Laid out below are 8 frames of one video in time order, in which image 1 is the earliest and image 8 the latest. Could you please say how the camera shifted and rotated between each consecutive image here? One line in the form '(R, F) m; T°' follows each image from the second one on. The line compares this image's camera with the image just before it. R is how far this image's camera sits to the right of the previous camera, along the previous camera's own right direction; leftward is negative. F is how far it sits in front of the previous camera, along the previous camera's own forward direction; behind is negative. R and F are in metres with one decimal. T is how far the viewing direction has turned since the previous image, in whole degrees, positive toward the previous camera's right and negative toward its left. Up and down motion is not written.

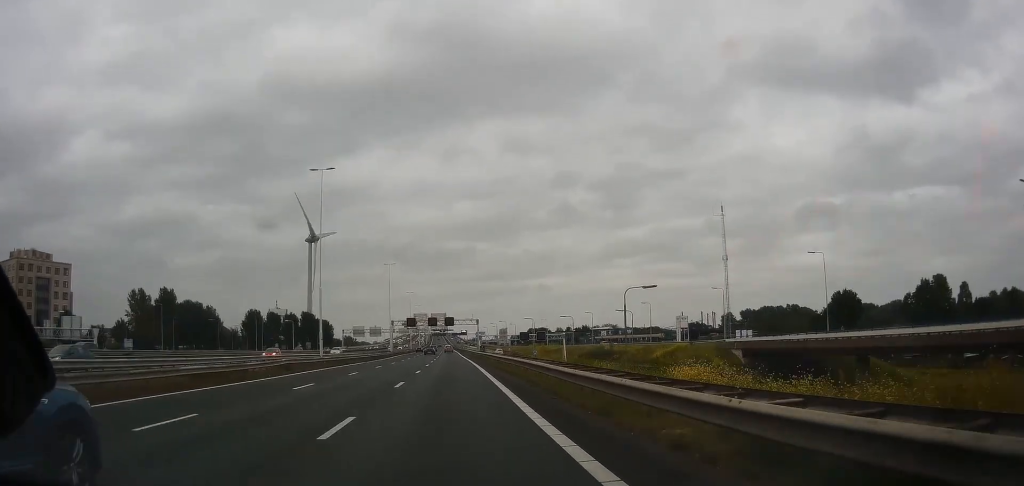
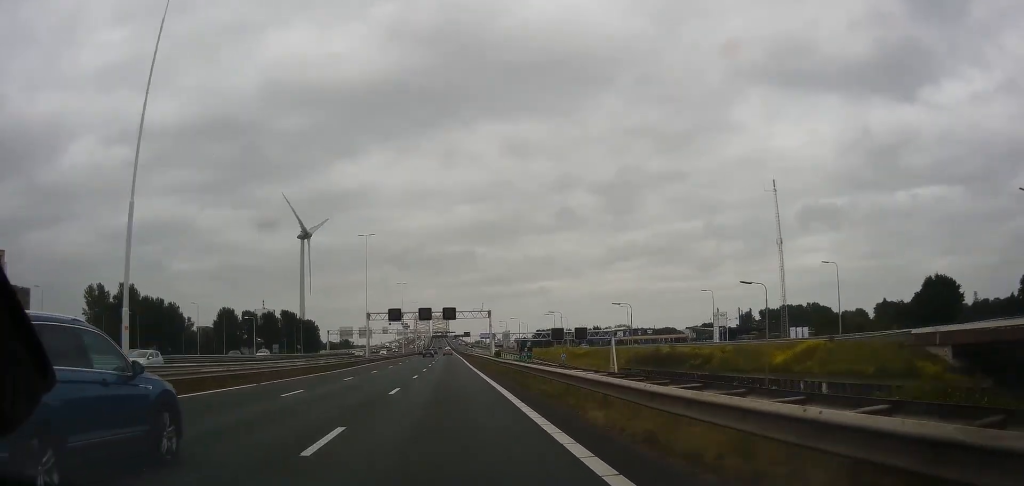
(-0.1, +37.6) m; 0°
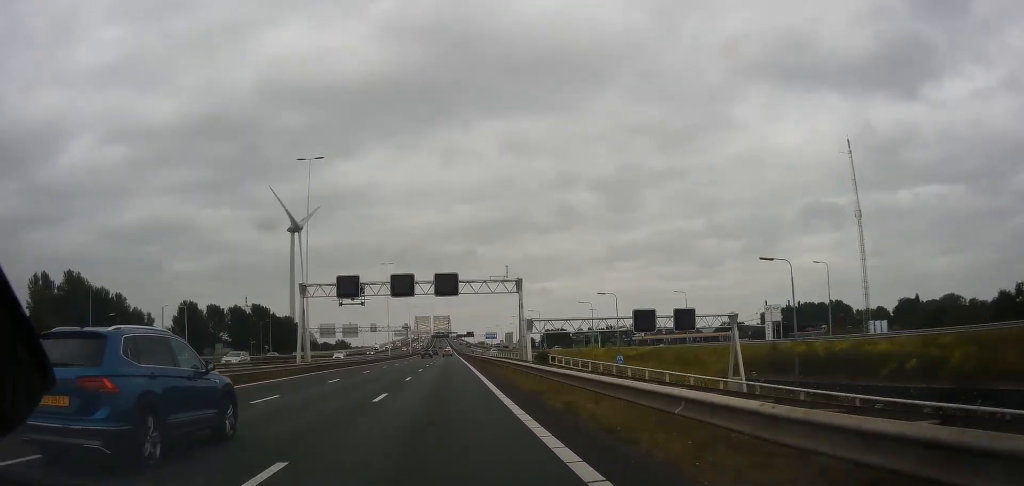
(+0.1, +39.5) m; 0°
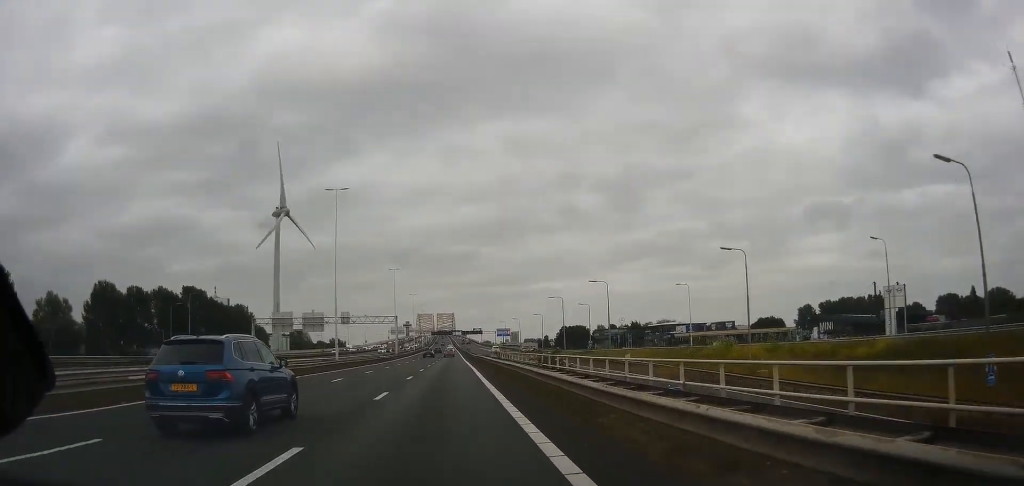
(-0.1, +60.0) m; 0°
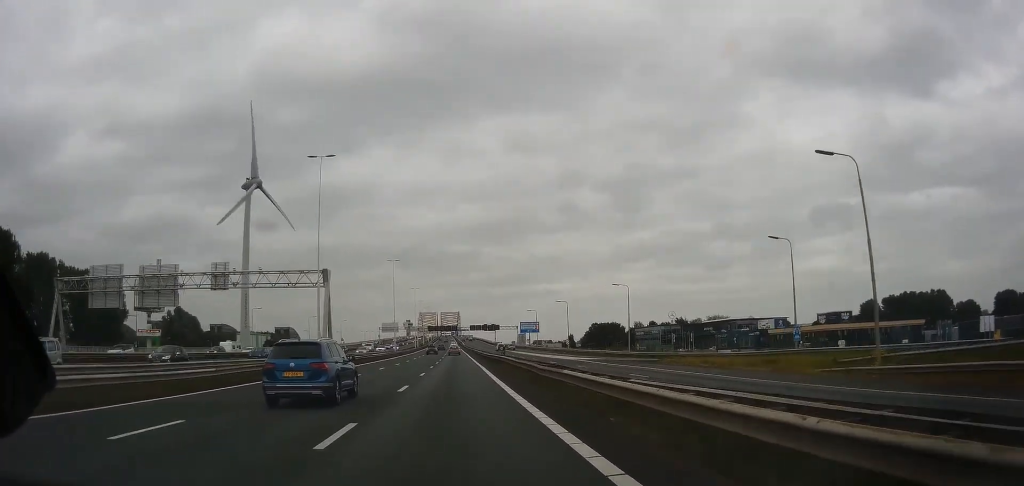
(-0.1, +80.3) m; 0°
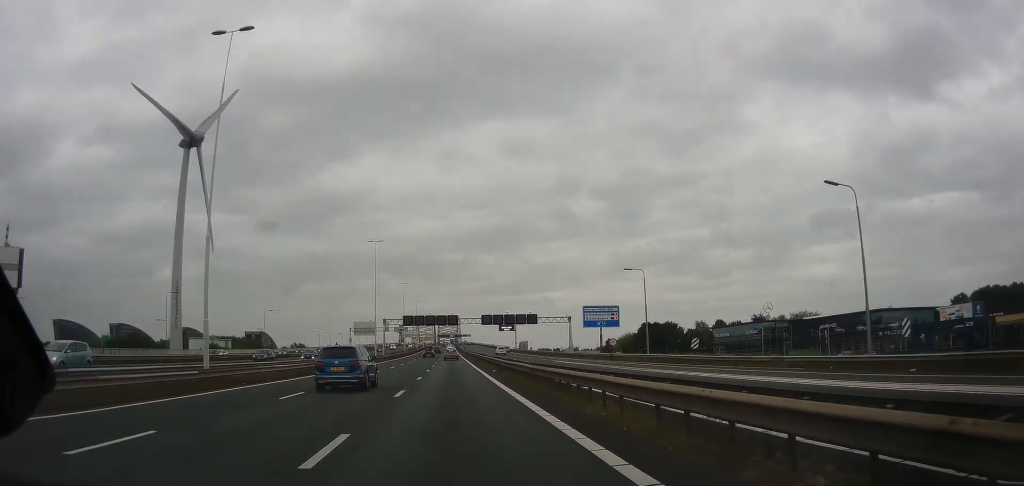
(-0.2, +98.4) m; 0°
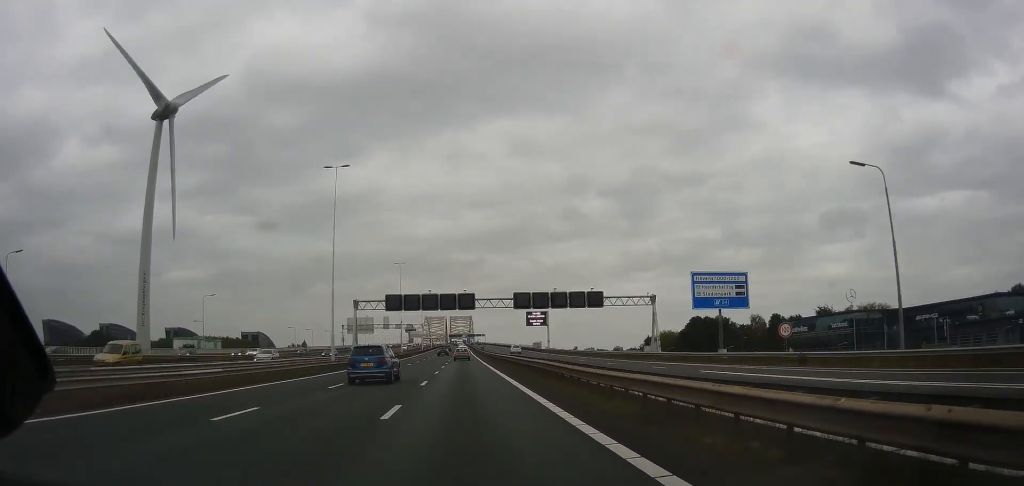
(0.0, +42.4) m; 0°
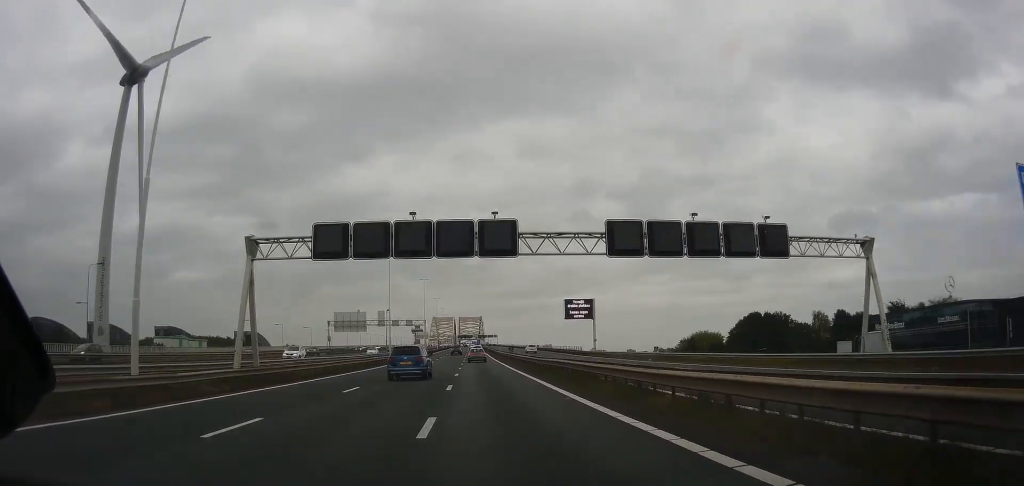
(0.0, +40.3) m; -1°
